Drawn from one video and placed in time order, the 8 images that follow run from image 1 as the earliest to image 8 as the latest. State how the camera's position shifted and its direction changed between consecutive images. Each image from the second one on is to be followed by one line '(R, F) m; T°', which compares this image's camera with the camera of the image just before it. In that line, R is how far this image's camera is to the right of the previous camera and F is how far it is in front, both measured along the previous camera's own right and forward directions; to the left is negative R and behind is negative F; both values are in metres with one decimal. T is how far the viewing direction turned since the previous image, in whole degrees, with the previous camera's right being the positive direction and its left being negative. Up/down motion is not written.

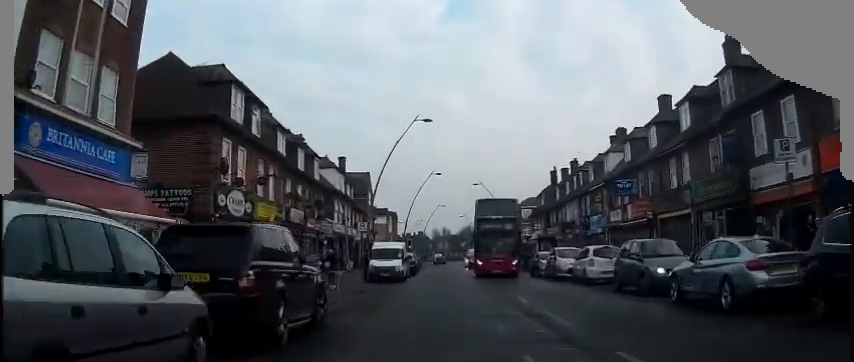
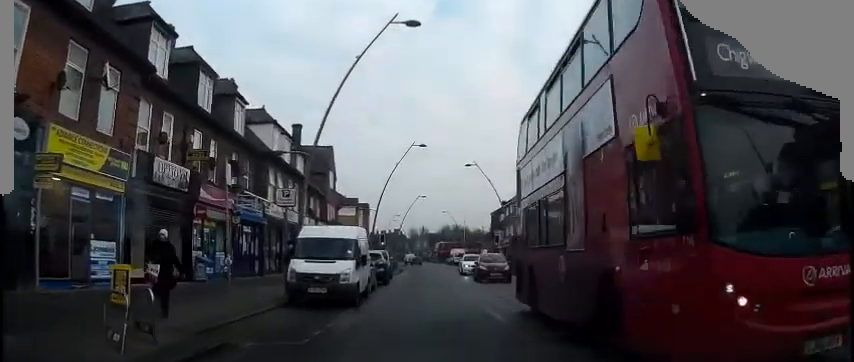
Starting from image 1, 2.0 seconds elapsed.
(+0.1, +17.7) m; +2°
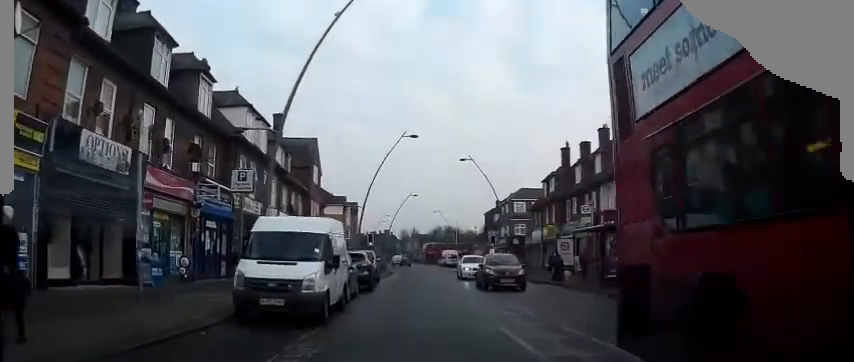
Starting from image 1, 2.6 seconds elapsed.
(0.0, +4.6) m; +1°
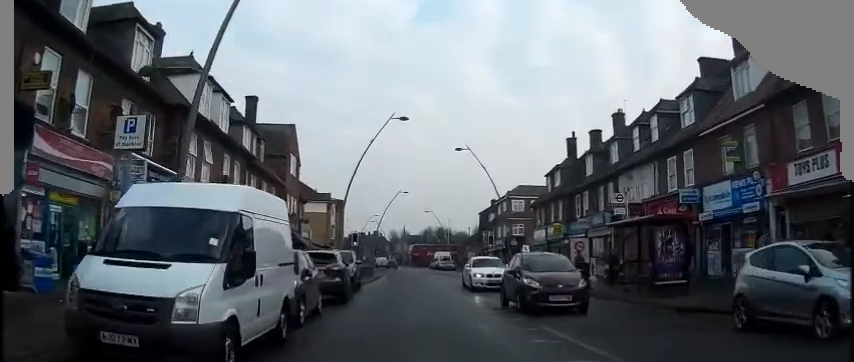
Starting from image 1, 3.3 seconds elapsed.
(0.0, +6.6) m; +1°
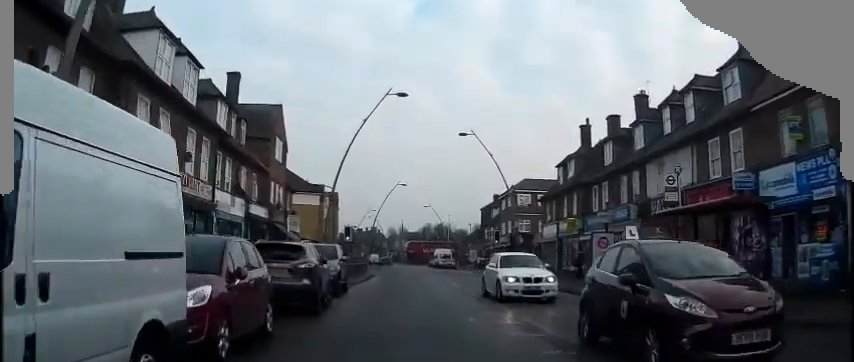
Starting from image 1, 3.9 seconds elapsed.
(+0.1, +5.2) m; +1°
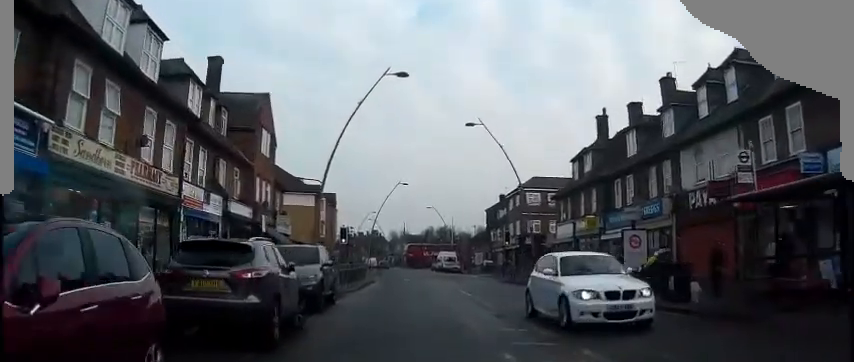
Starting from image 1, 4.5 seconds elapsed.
(0.0, +4.7) m; +1°
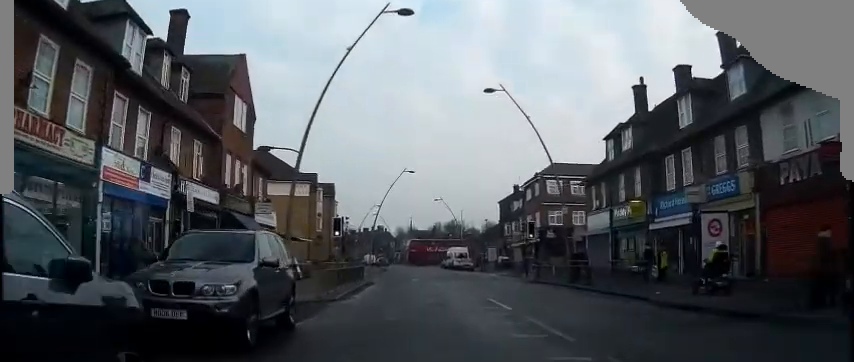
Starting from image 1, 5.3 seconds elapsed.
(+0.1, +7.7) m; 0°
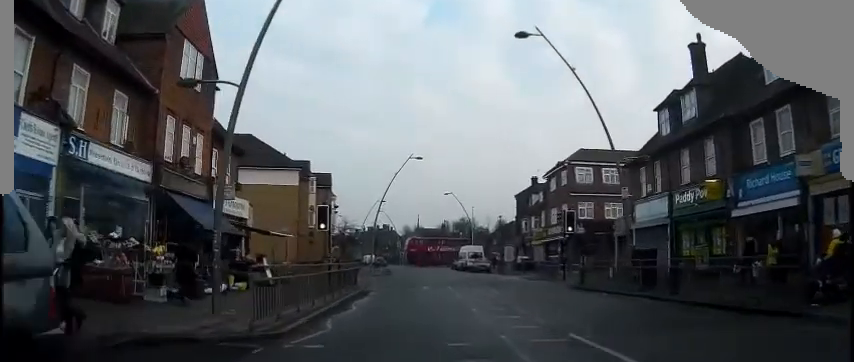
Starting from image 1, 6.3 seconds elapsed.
(0.0, +8.9) m; -1°
